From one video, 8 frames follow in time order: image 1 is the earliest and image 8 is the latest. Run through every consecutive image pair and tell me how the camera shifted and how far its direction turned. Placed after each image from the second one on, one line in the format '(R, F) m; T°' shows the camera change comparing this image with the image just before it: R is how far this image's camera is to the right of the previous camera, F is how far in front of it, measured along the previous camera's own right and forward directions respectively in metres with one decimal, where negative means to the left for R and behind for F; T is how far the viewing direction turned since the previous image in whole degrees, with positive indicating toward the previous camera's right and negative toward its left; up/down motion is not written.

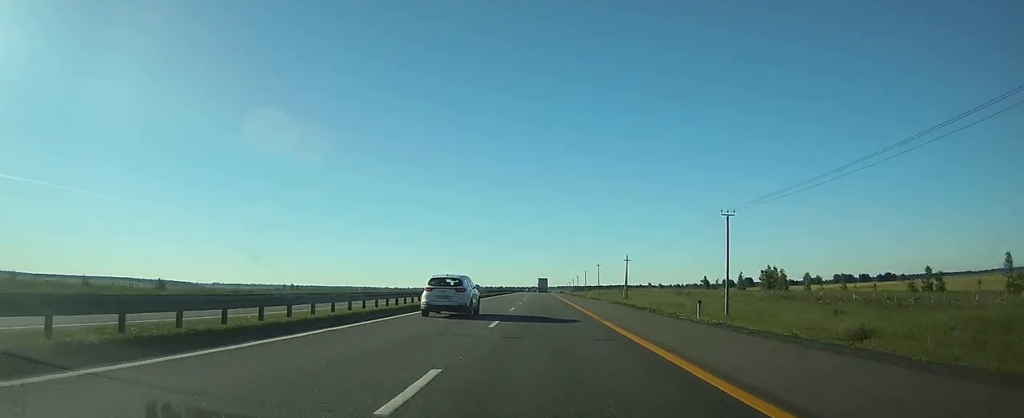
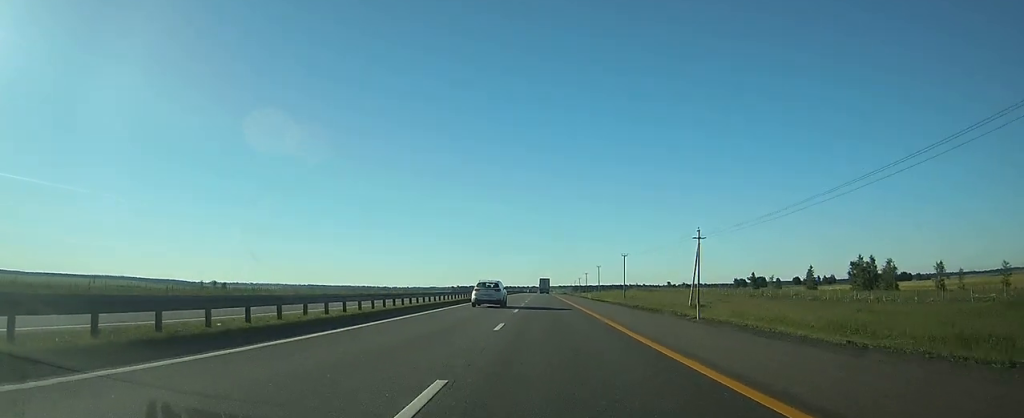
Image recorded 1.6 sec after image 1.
(-0.1, +48.7) m; 0°
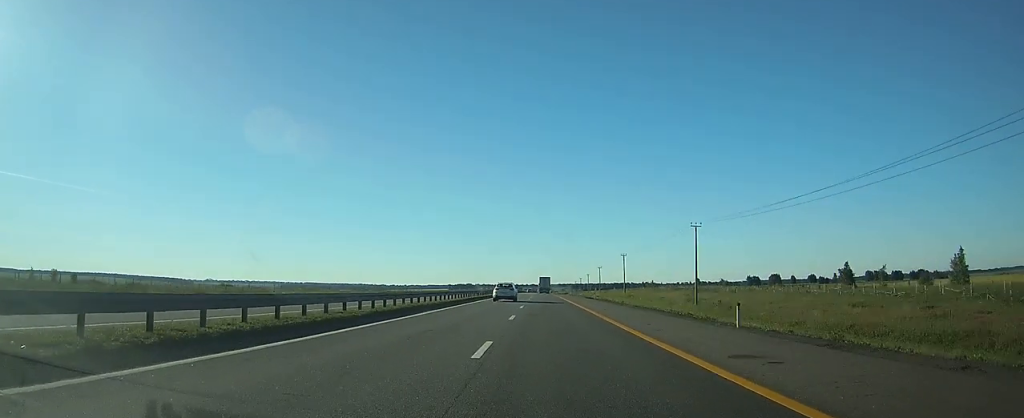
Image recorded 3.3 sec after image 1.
(-0.1, +54.3) m; 0°
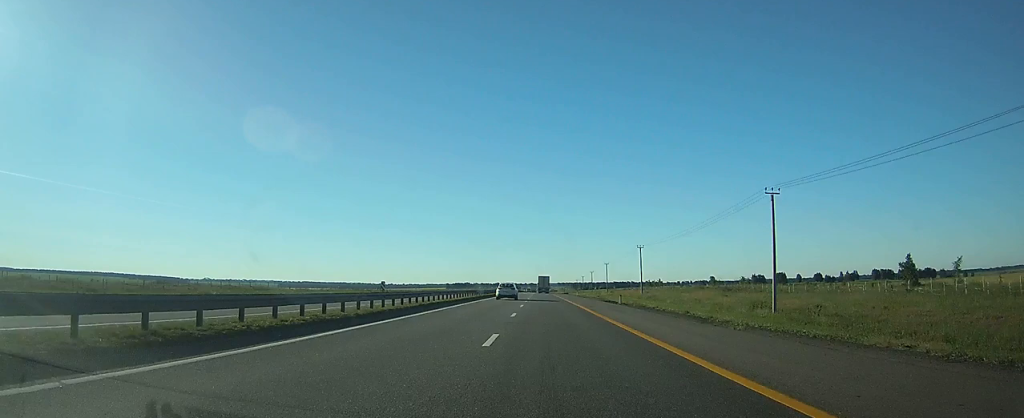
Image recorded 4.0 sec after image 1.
(0.0, +22.0) m; 0°
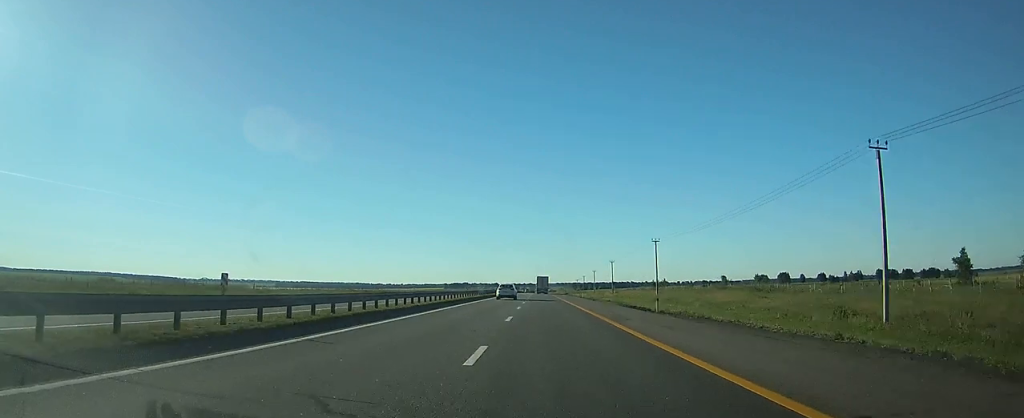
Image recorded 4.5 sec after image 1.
(+0.1, +14.7) m; 0°
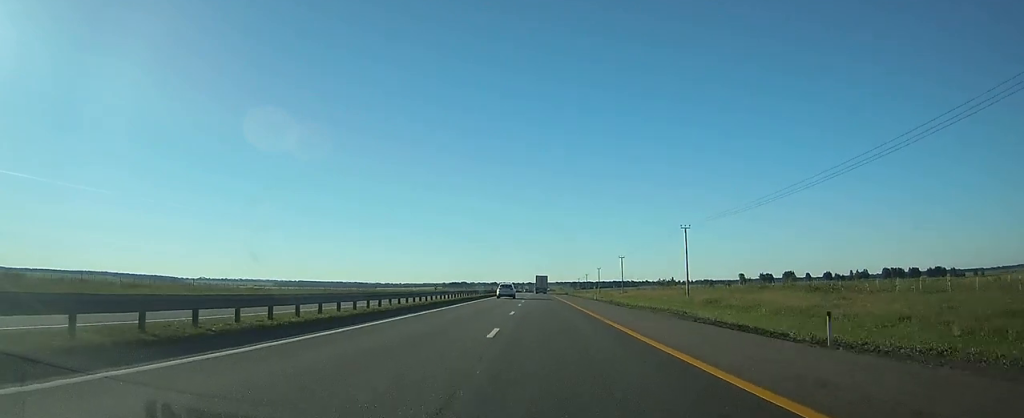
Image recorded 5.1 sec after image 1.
(0.0, +18.9) m; 0°
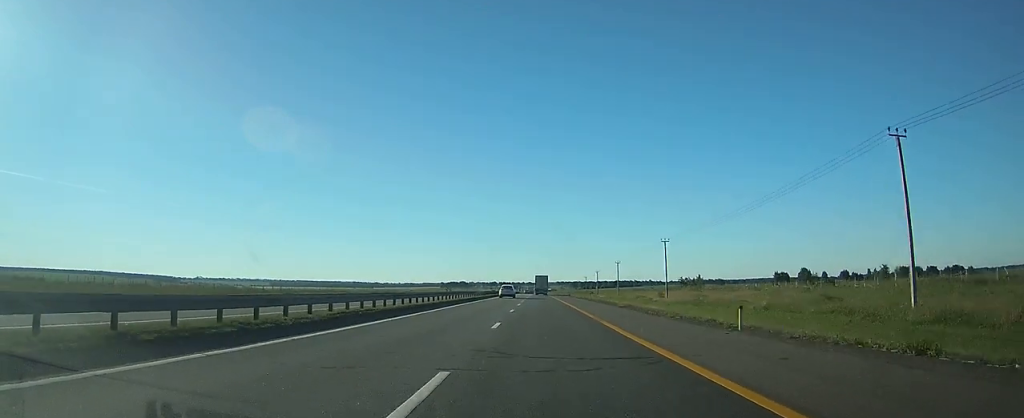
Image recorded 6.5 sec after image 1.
(0.0, +44.3) m; 0°
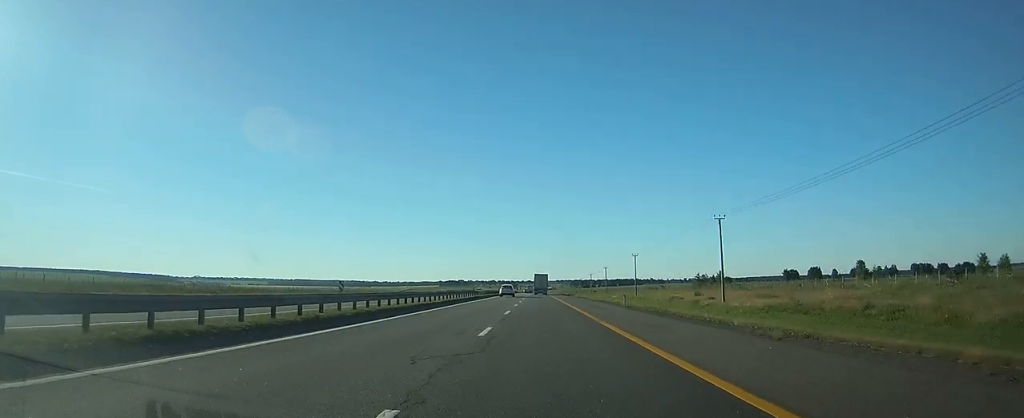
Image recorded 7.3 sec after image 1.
(0.0, +26.4) m; 0°
